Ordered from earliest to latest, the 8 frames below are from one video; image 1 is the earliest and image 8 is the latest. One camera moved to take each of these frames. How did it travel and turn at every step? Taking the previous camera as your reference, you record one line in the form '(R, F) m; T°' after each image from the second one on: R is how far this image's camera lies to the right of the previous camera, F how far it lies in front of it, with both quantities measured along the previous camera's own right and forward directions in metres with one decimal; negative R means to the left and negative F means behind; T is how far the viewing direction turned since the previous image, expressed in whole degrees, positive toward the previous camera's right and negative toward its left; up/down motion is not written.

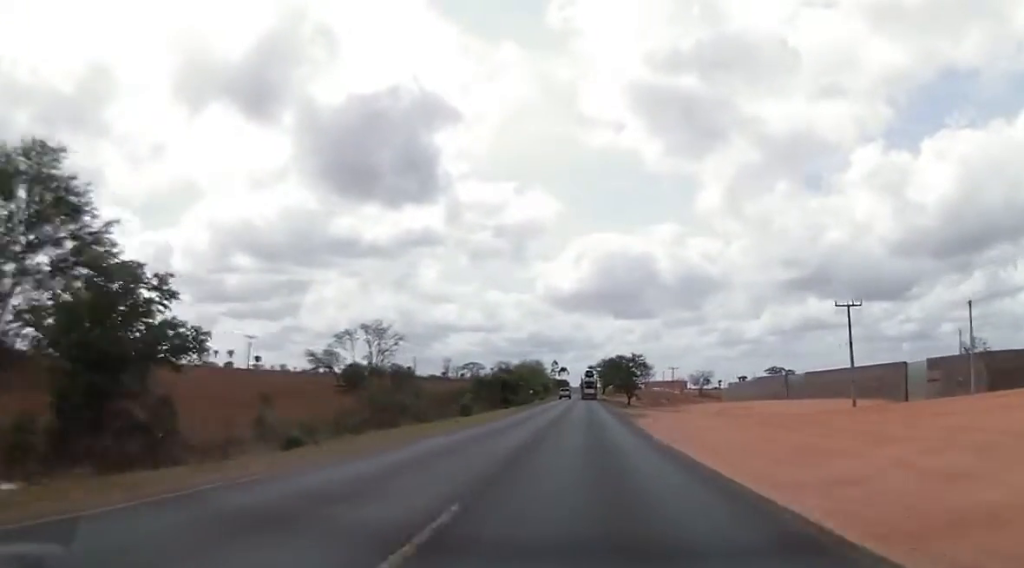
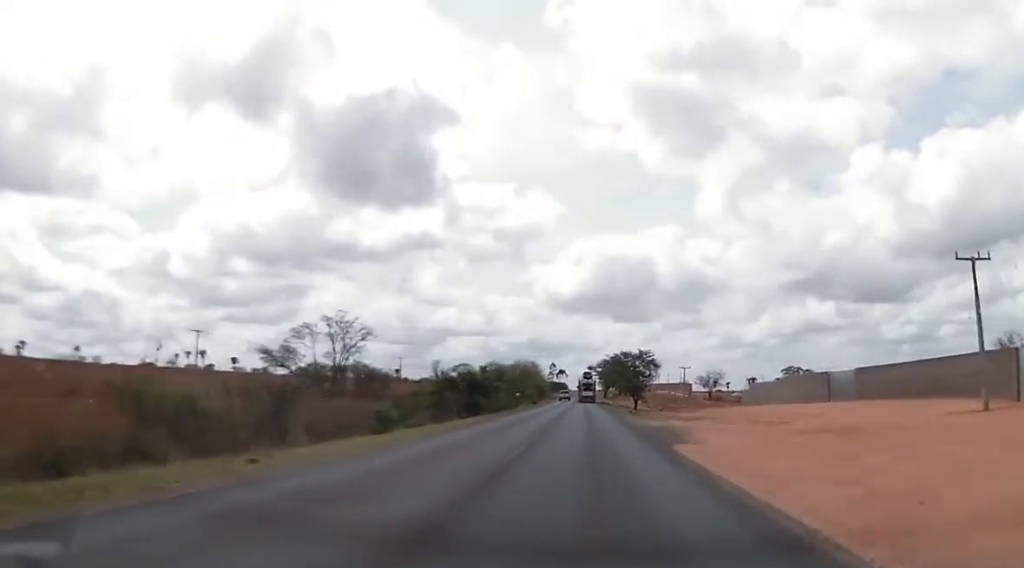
(-0.4, +21.5) m; 0°
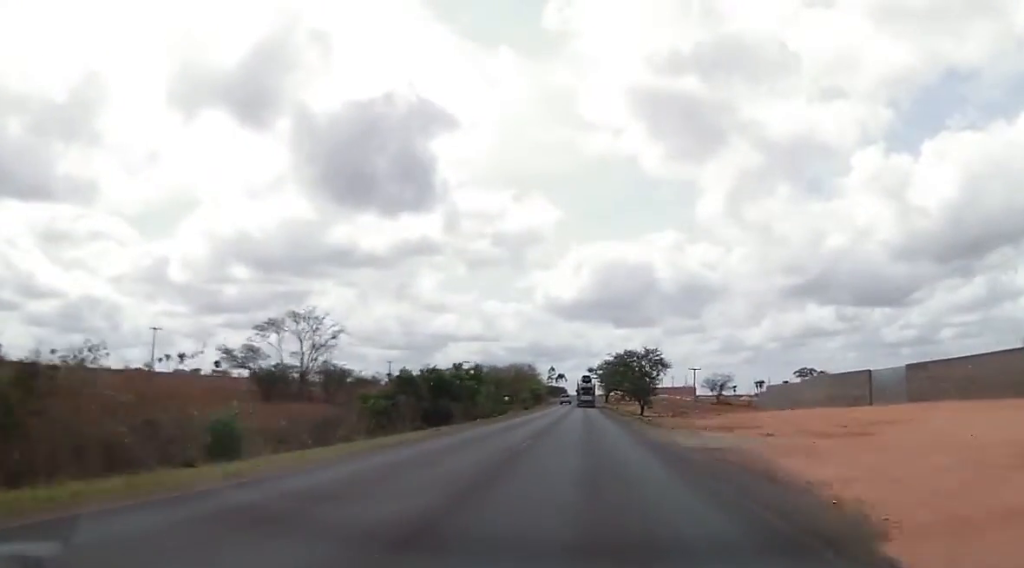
(+0.4, +14.5) m; 0°
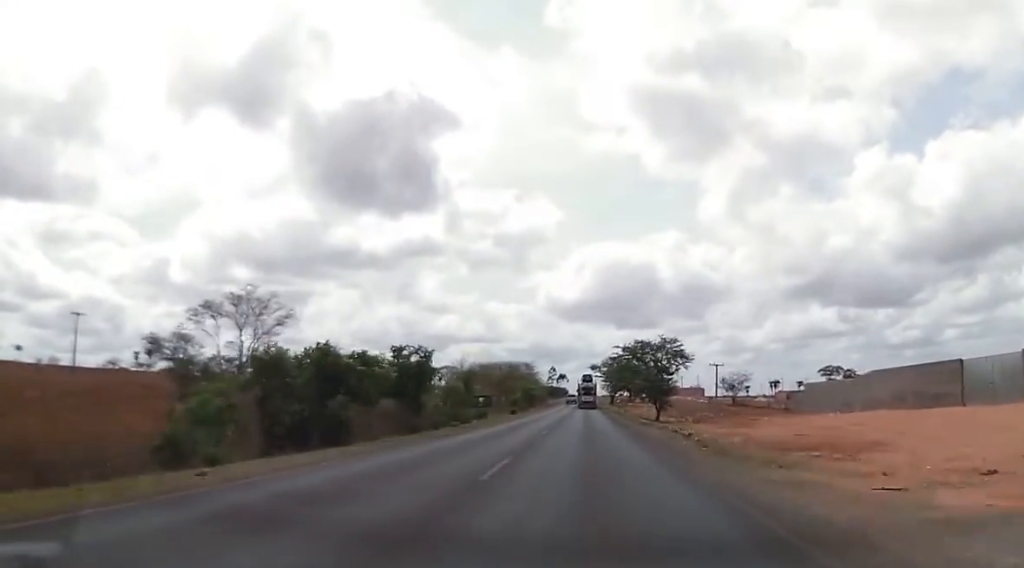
(+0.3, +21.2) m; 0°
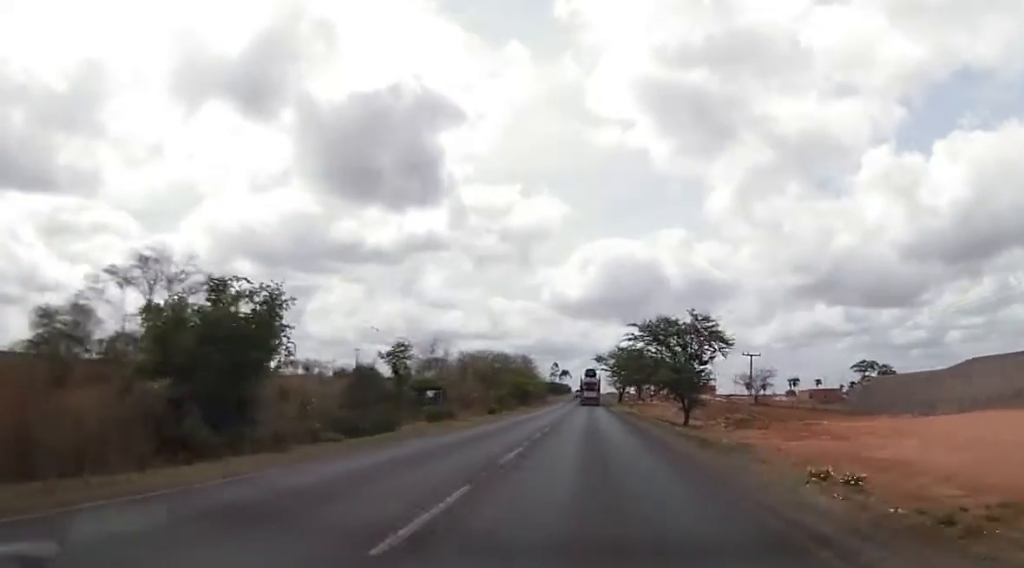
(-0.1, +22.1) m; -1°
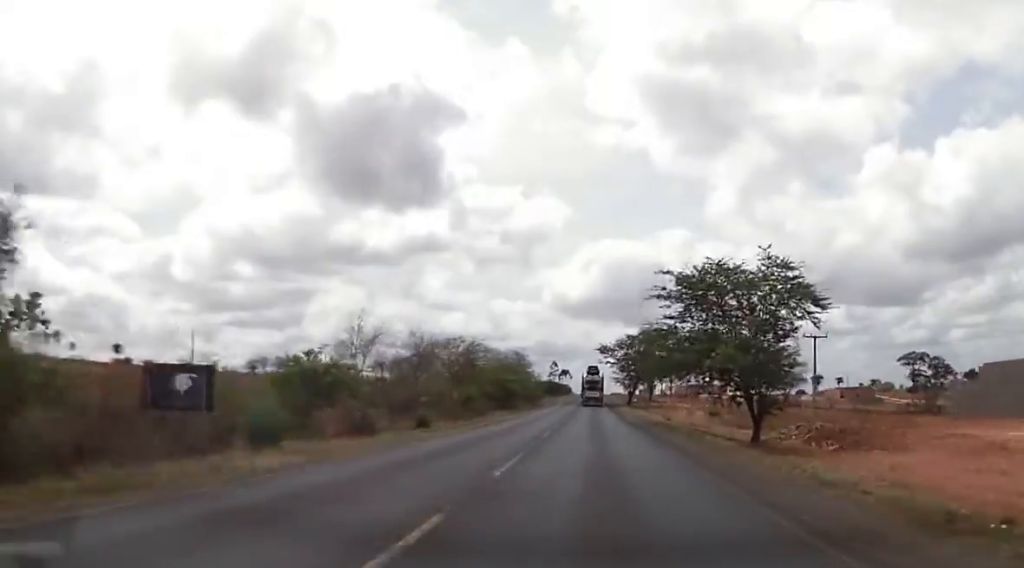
(-0.2, +26.6) m; 0°
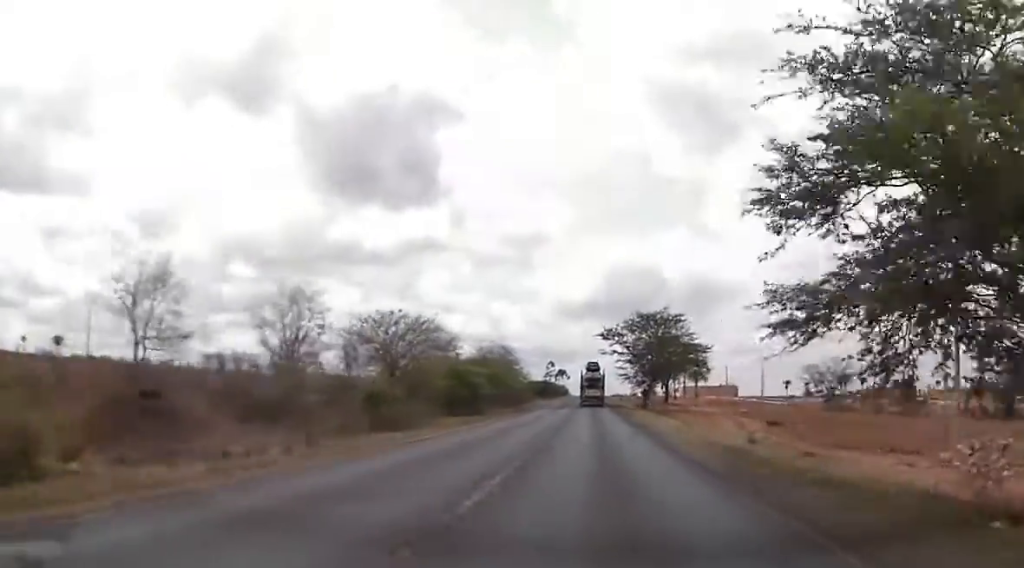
(0.0, +28.3) m; +1°
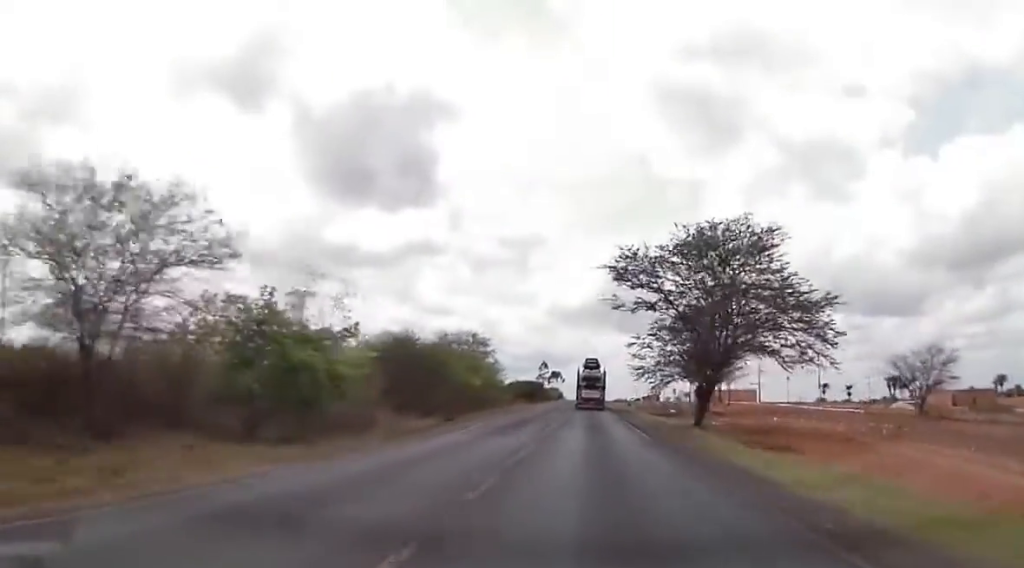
(+0.1, +38.7) m; 0°
